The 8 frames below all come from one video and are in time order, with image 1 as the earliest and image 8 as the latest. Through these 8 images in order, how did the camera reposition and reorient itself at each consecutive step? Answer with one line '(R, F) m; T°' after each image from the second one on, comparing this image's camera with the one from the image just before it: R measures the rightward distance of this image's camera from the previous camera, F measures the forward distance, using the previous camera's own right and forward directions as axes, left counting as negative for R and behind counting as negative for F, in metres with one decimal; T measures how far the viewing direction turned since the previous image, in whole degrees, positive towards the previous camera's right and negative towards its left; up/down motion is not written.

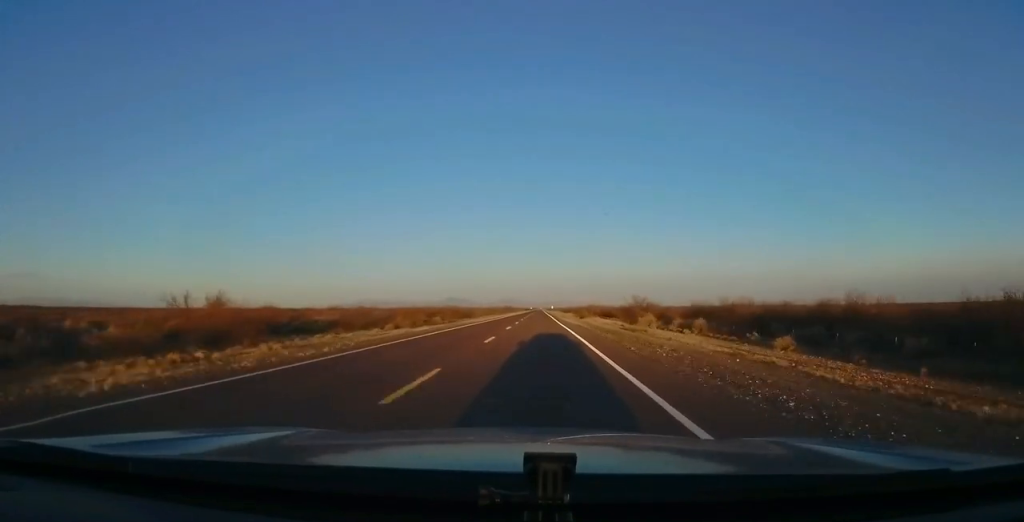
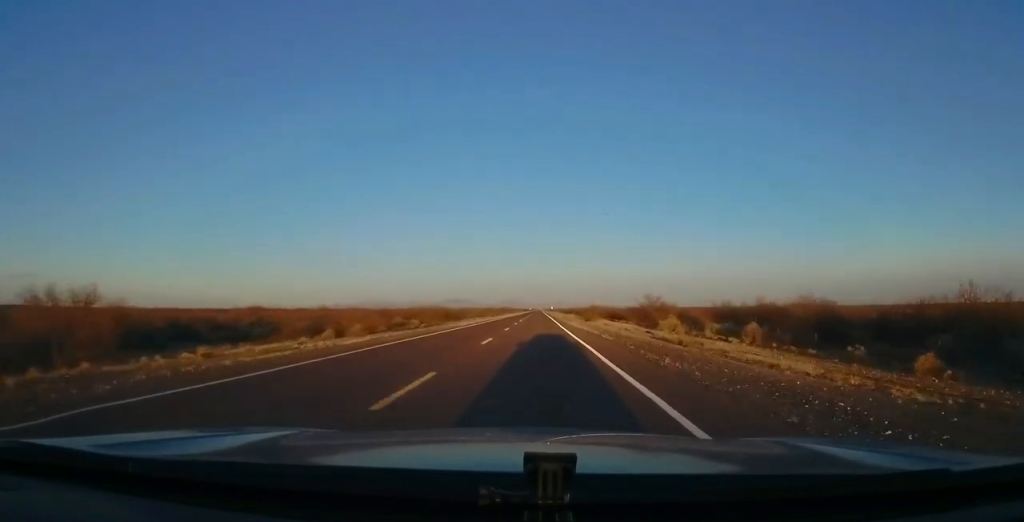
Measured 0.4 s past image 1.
(+0.1, +12.7) m; +1°
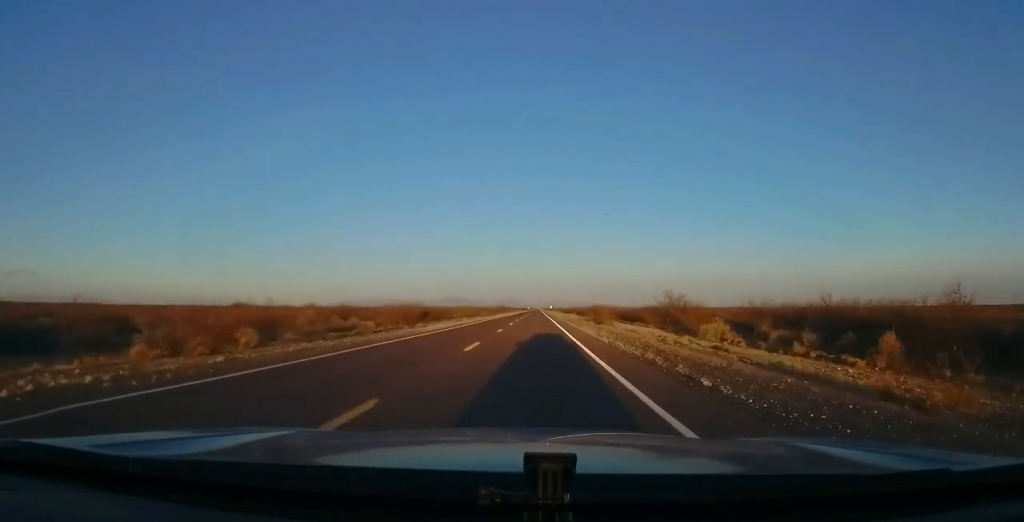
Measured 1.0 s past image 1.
(+0.1, +15.7) m; 0°
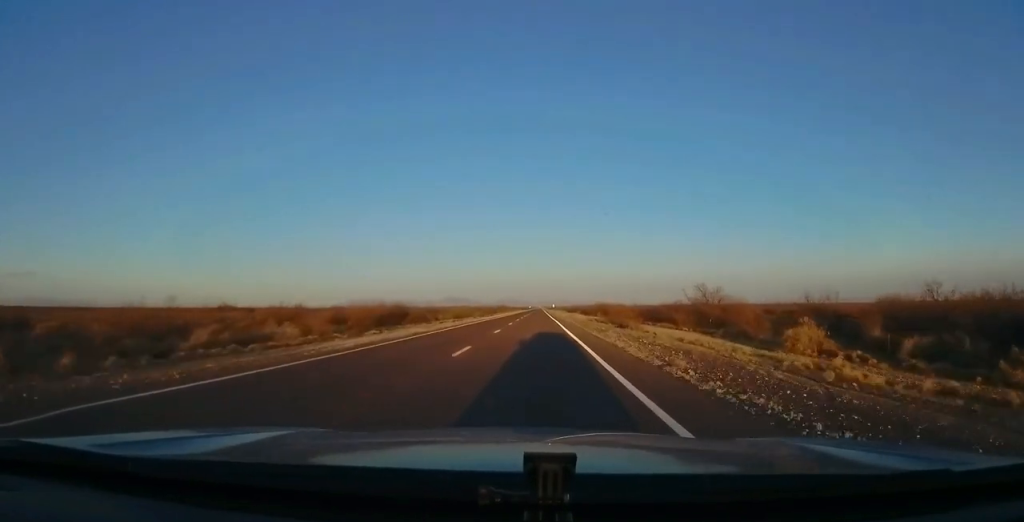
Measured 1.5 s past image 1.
(+0.1, +14.8) m; -1°
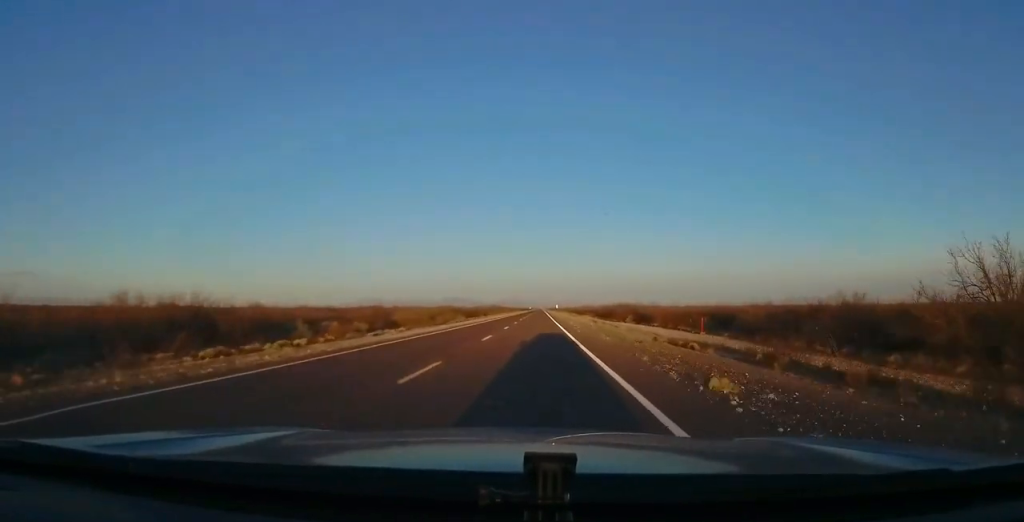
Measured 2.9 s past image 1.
(-0.8, +42.1) m; -1°
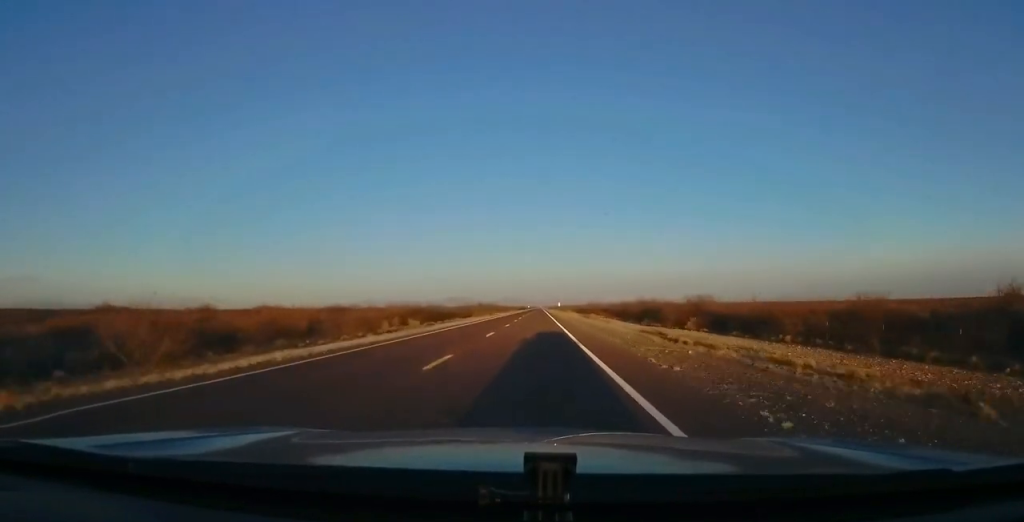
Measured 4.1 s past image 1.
(+0.3, +35.0) m; +1°
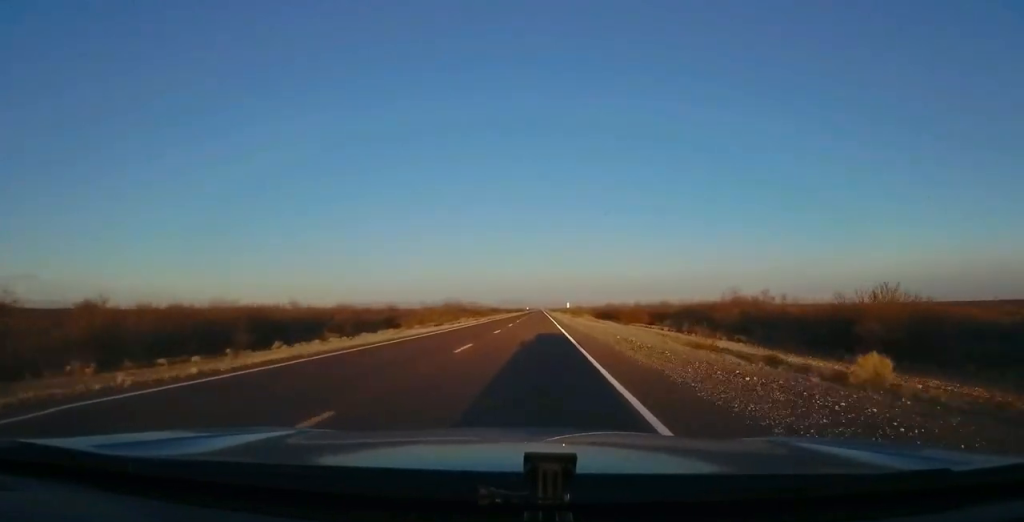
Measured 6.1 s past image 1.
(+0.6, +57.1) m; +1°
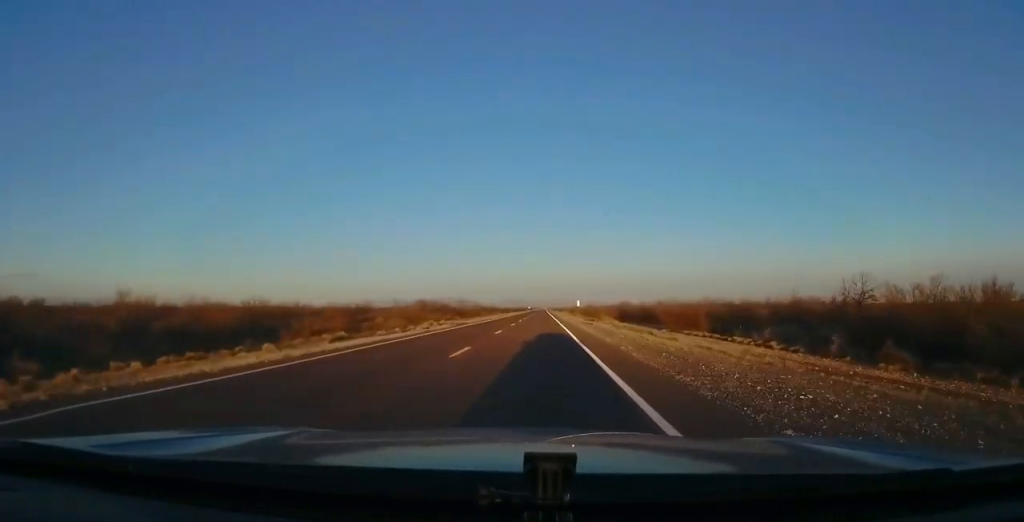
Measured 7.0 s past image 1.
(0.0, +26.1) m; 0°
